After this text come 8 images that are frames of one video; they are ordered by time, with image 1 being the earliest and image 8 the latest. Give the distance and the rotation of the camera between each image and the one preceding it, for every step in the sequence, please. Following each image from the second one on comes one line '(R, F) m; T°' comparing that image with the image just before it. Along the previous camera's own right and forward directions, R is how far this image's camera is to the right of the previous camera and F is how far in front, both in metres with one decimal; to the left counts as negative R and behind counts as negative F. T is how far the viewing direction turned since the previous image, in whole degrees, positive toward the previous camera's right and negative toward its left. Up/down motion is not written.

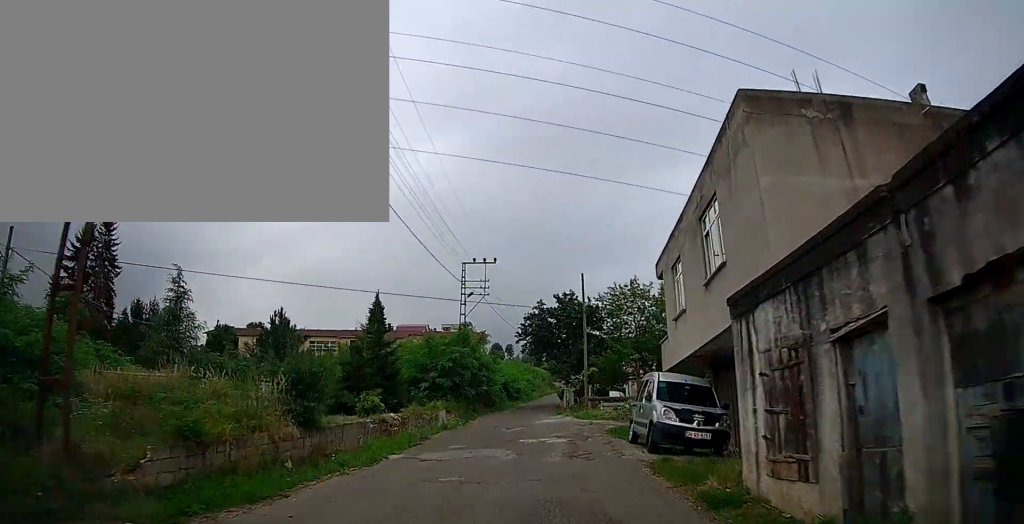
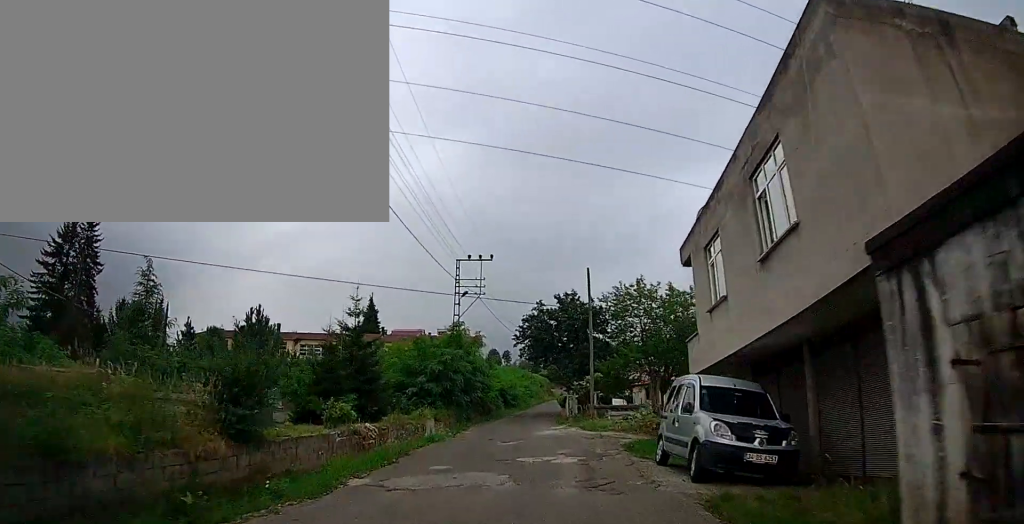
(0.0, +3.1) m; +1°
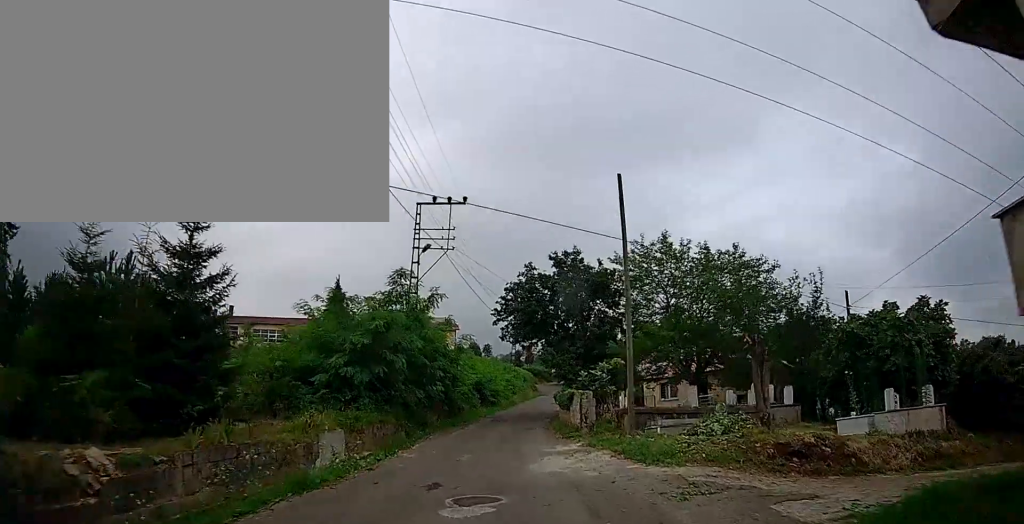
(+0.5, +10.8) m; +2°
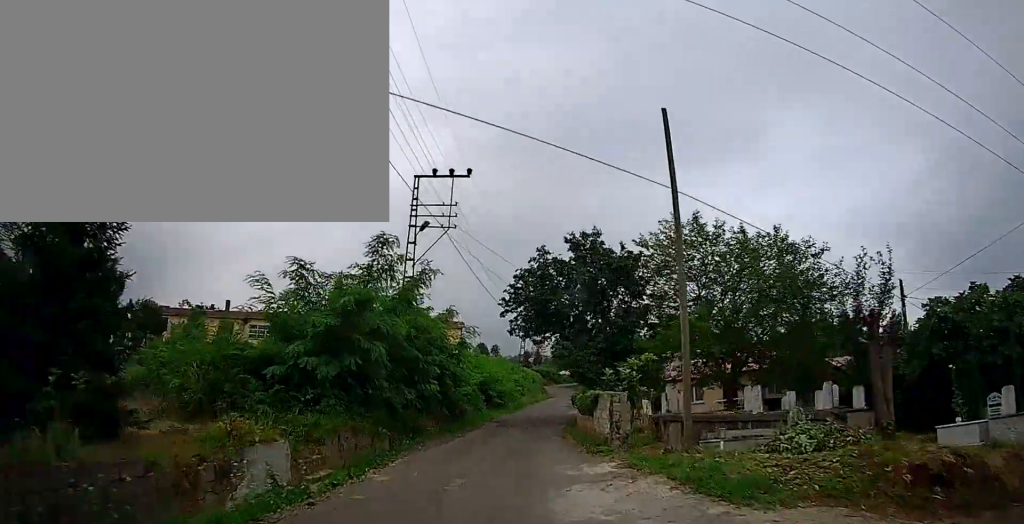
(+0.1, +3.7) m; -1°
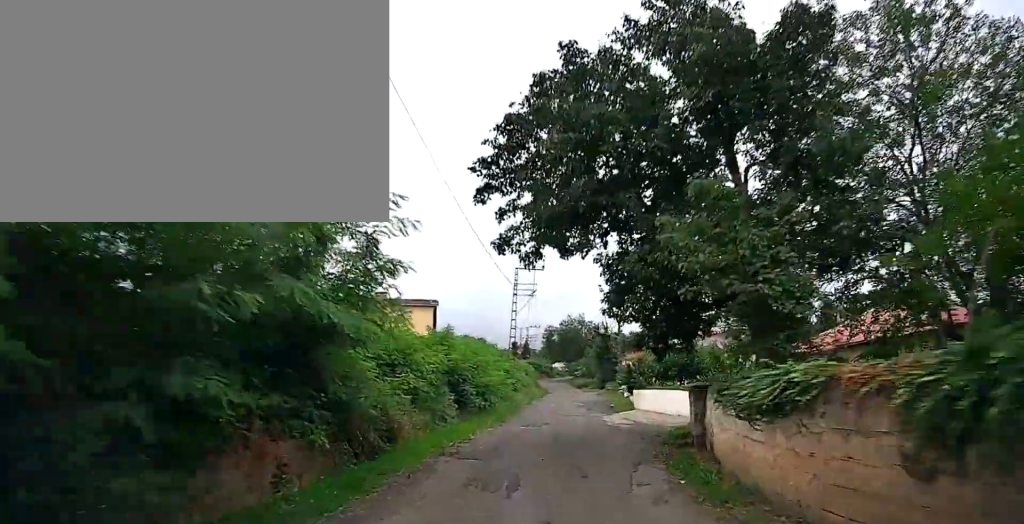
(-0.2, +16.8) m; +1°
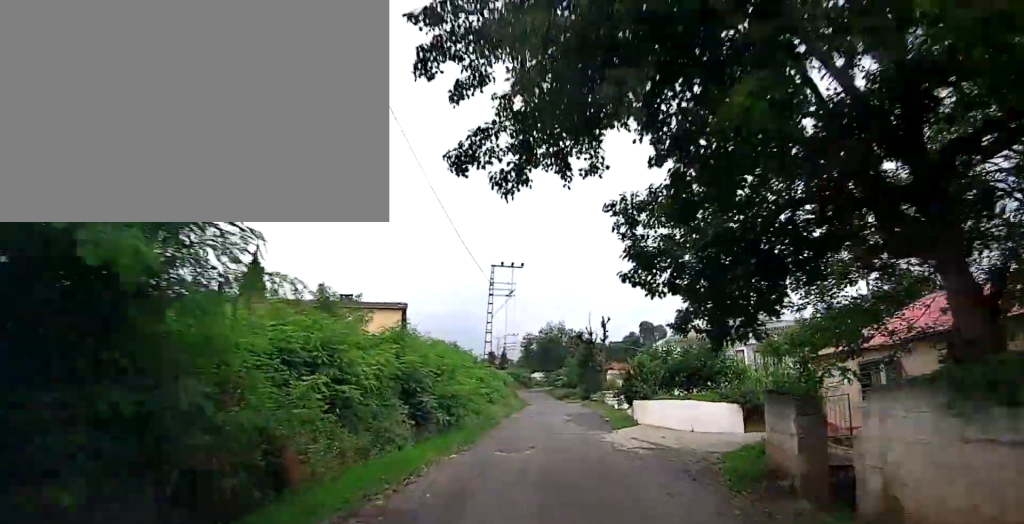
(0.0, +5.4) m; +1°
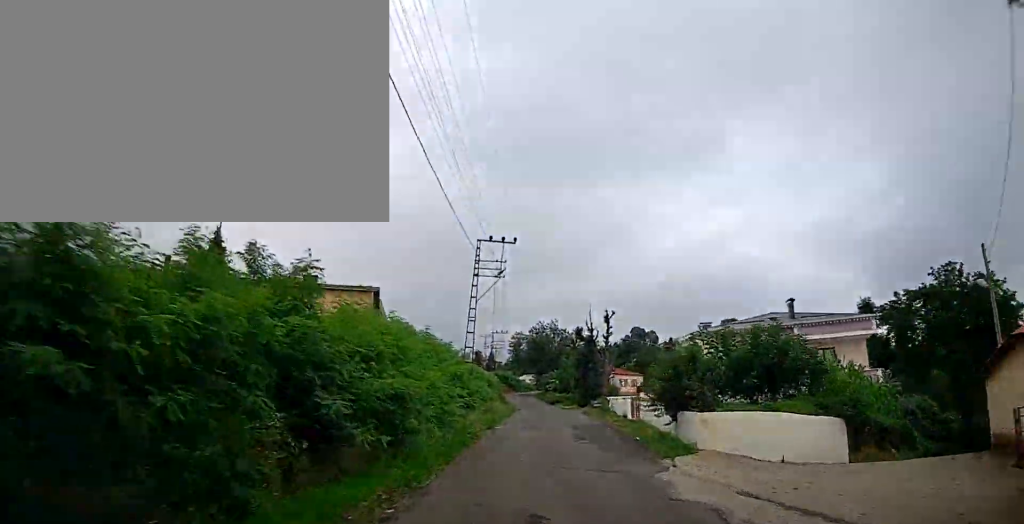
(+0.2, +8.5) m; +1°
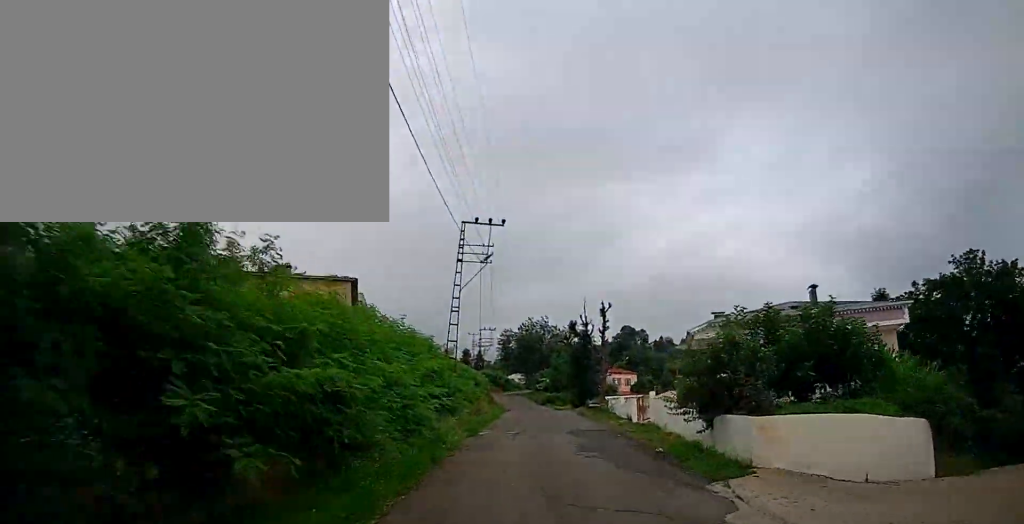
(0.0, +4.0) m; +1°
